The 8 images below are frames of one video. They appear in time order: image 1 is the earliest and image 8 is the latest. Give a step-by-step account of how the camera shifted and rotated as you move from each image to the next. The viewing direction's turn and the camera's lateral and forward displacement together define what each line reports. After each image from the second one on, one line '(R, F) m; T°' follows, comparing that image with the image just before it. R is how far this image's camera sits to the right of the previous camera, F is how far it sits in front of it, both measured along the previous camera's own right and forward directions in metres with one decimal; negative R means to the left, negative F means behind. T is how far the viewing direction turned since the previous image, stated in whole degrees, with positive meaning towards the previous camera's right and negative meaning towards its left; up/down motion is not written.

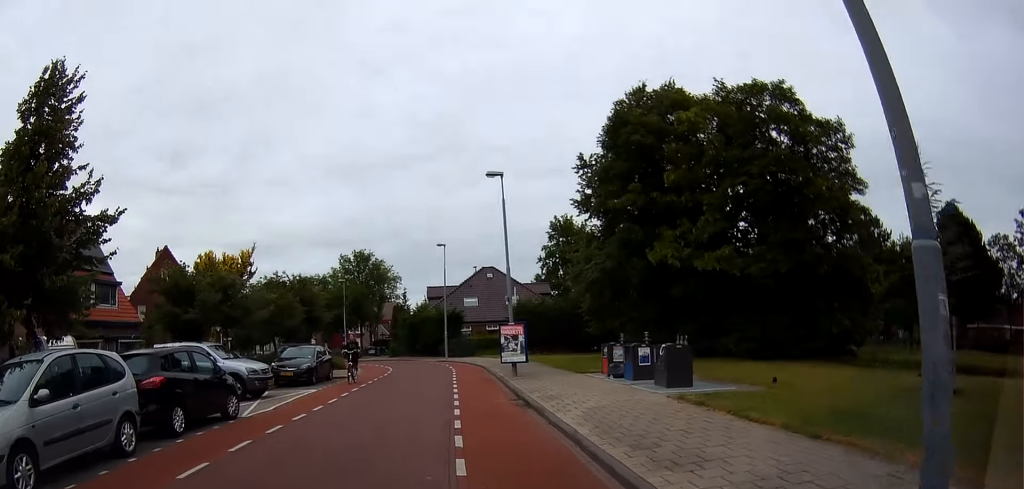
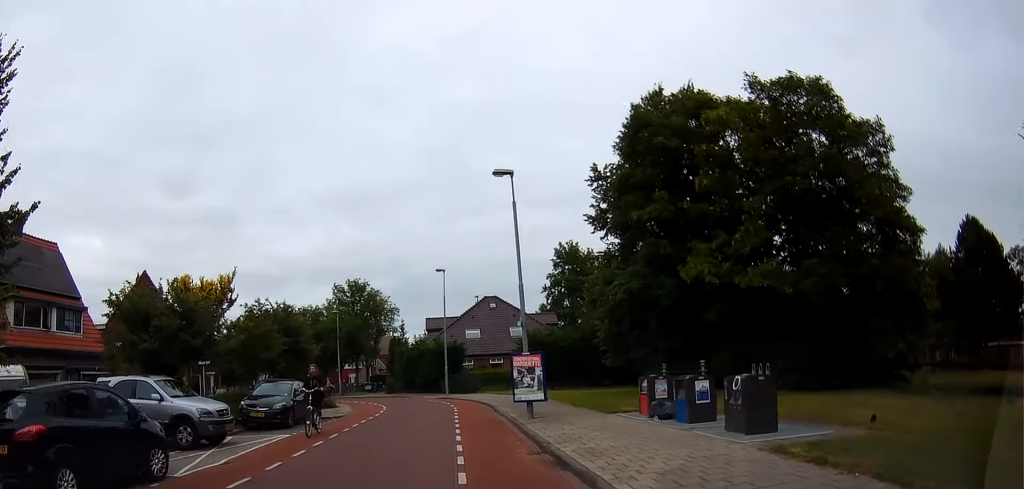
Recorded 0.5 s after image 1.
(0.0, +3.5) m; -1°
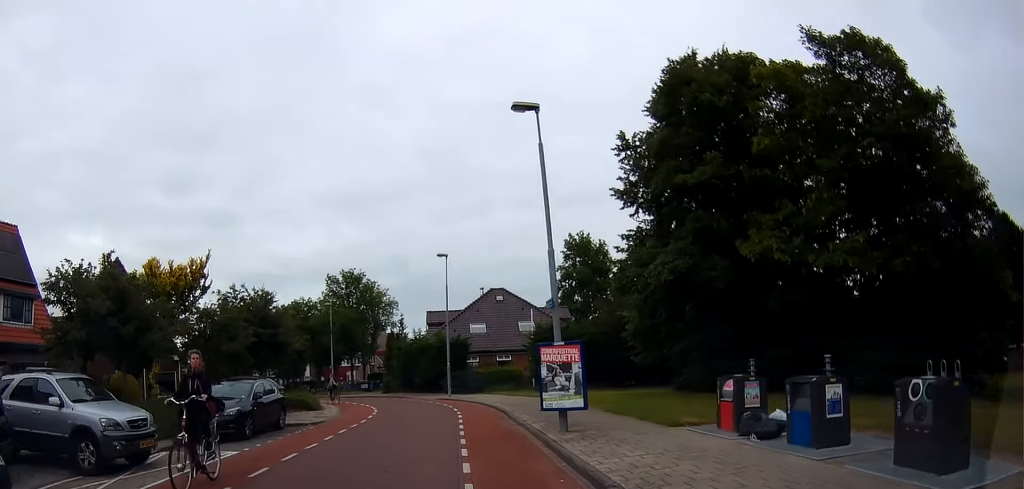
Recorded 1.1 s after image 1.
(0.0, +4.4) m; -1°
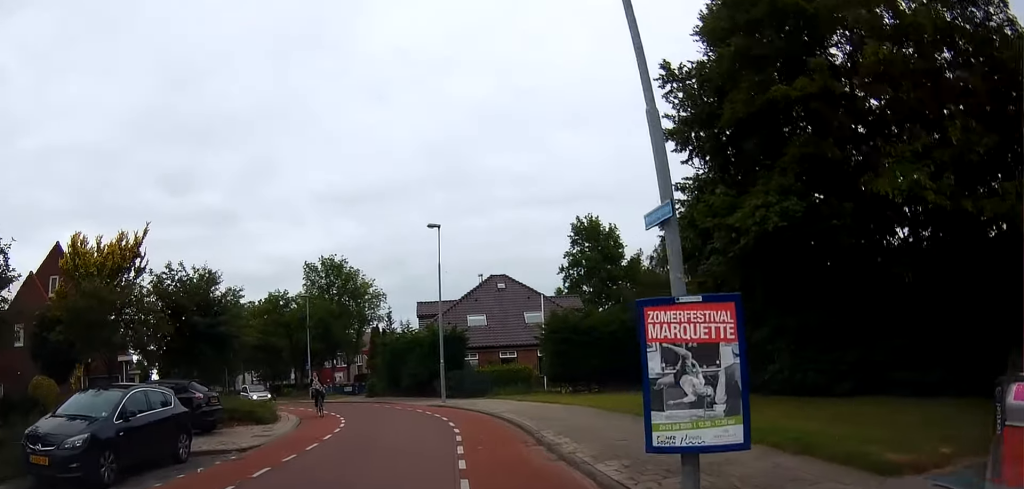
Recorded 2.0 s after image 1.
(-0.2, +6.6) m; 0°
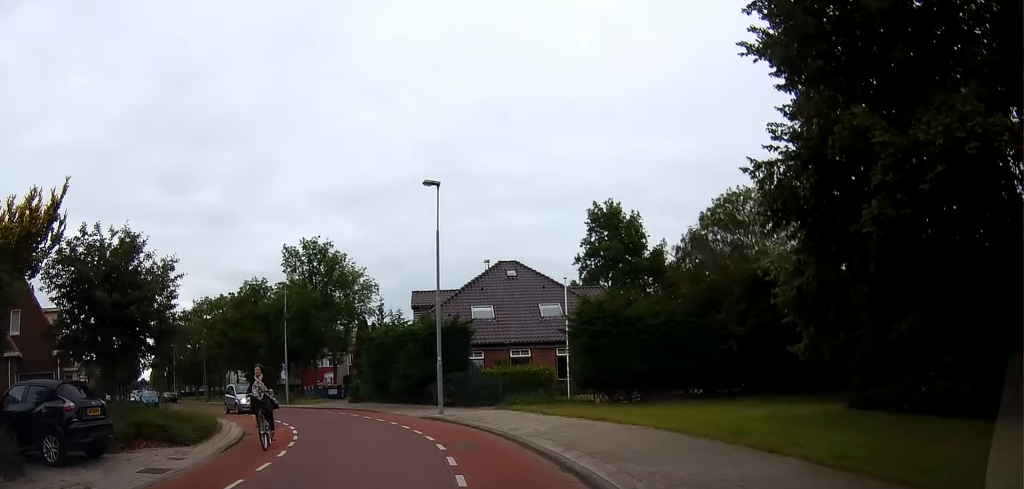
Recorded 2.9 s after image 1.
(+0.1, +6.5) m; +1°
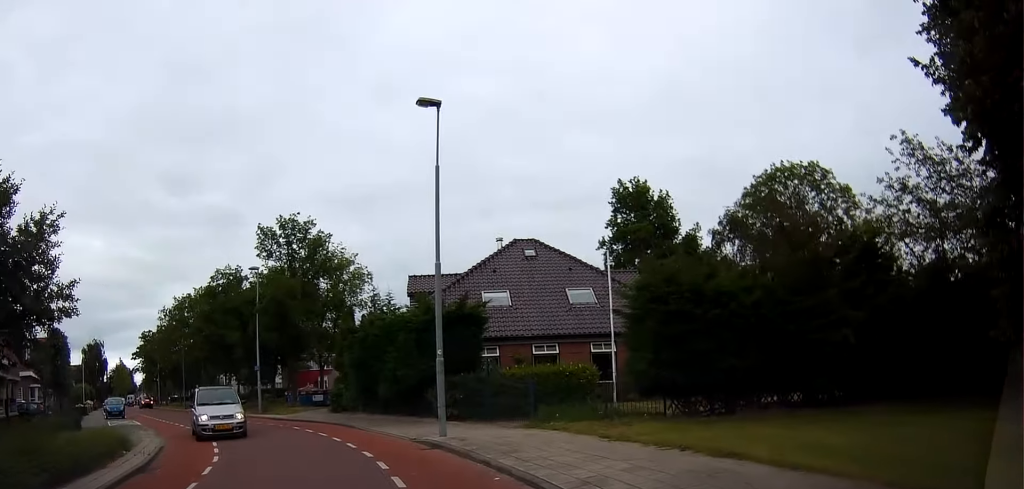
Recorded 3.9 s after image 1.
(0.0, +6.7) m; -2°
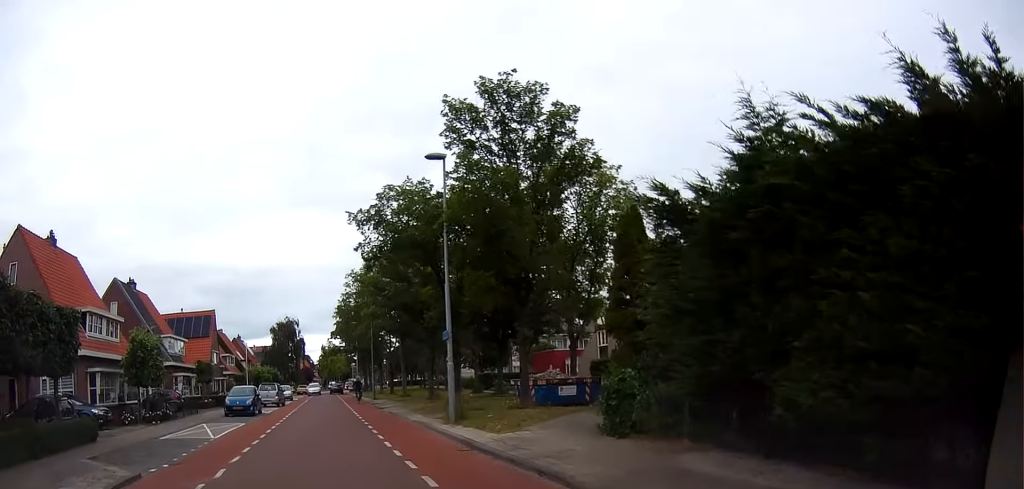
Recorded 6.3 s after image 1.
(-1.7, +15.0) m; -20°
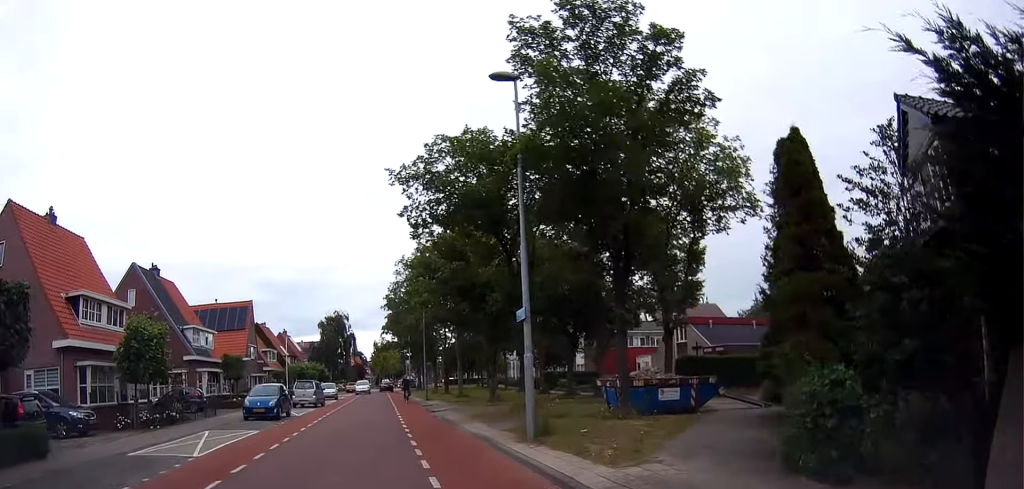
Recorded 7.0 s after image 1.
(-0.5, +4.6) m; -7°
